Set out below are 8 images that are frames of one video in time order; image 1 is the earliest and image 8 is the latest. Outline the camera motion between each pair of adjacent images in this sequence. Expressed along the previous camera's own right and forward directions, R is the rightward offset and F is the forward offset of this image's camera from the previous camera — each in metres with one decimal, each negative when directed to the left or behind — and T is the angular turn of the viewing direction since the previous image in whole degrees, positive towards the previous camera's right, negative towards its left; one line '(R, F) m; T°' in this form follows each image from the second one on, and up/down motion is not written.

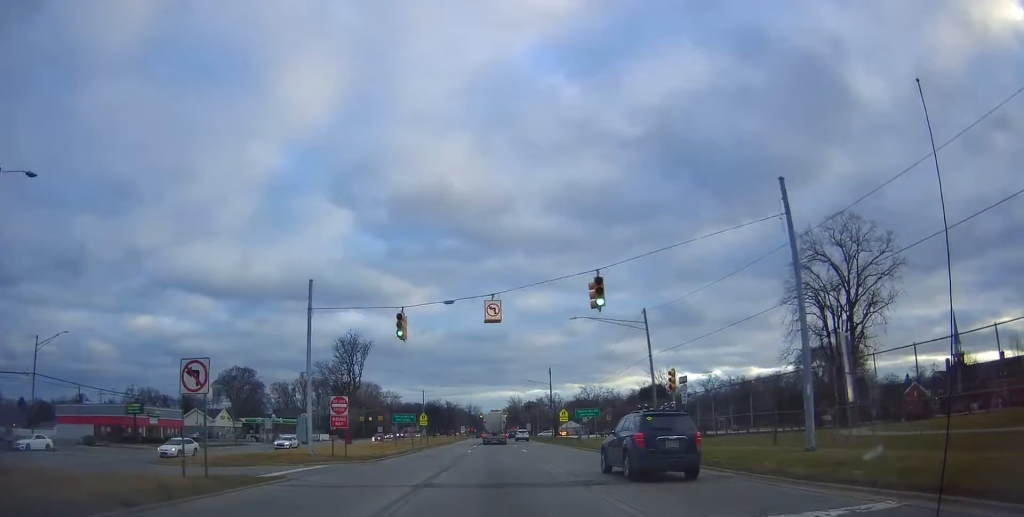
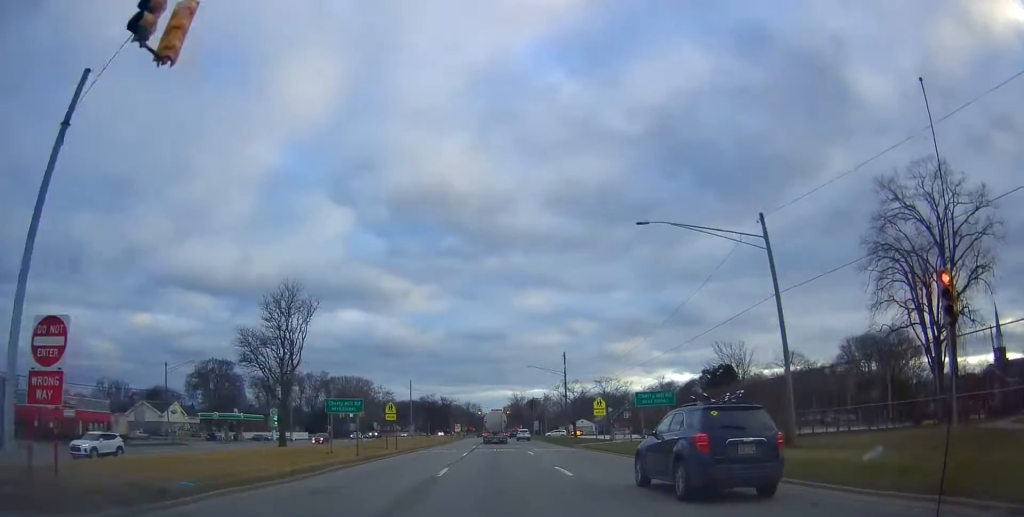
(-0.8, +20.5) m; -2°
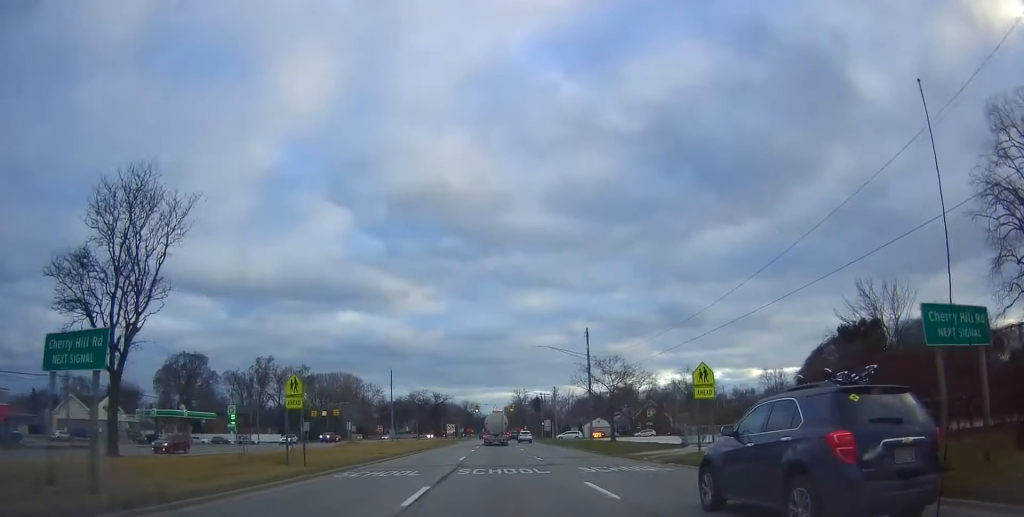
(+0.4, +21.9) m; +2°
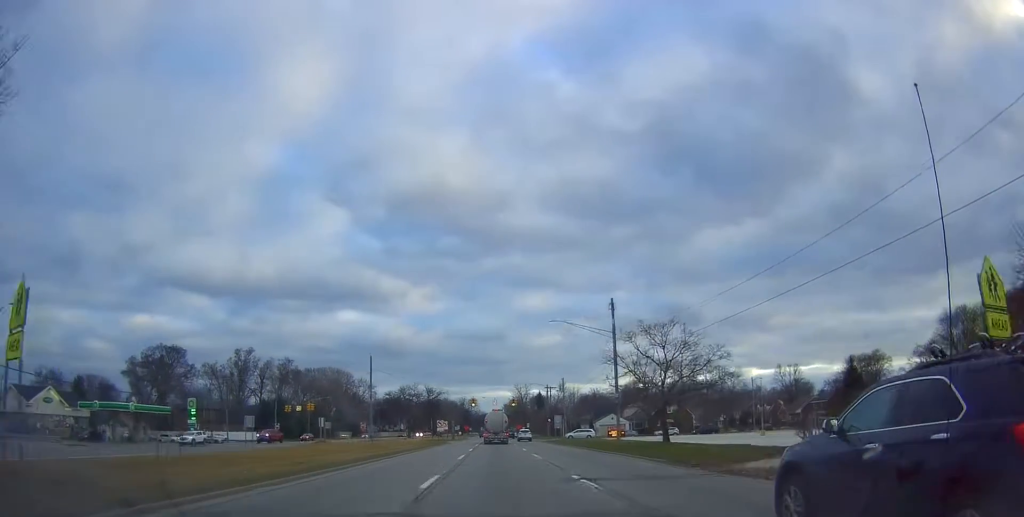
(+0.3, +15.0) m; -1°
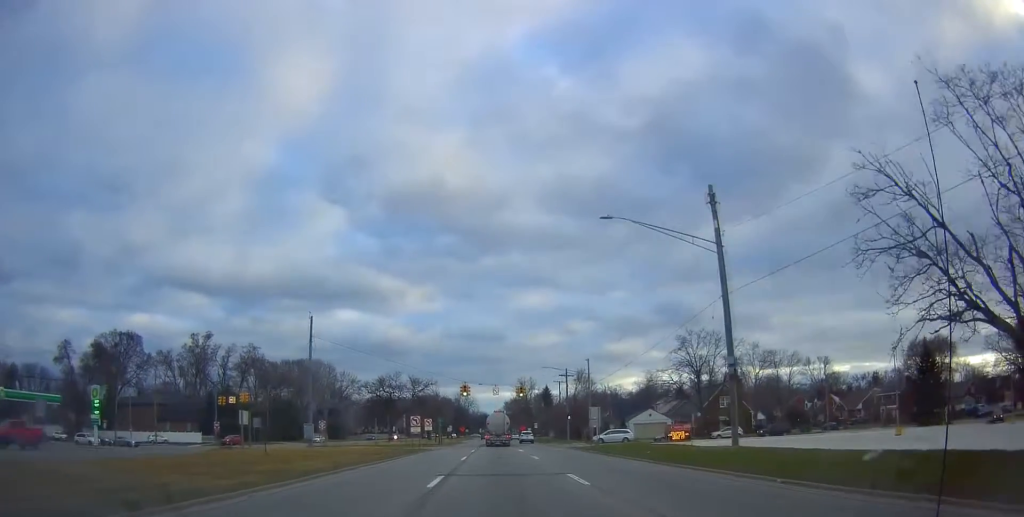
(-0.5, +26.0) m; 0°
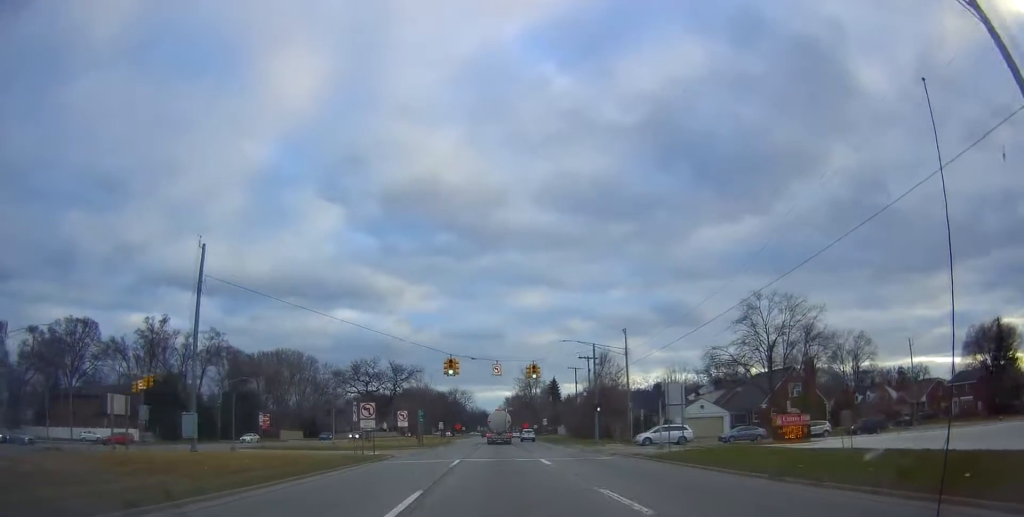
(+0.2, +20.9) m; 0°
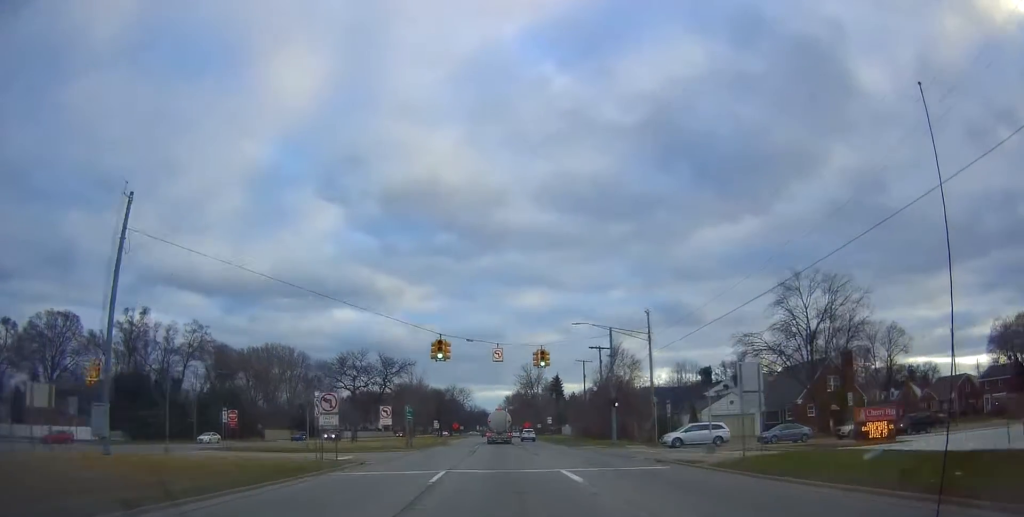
(-0.4, +8.0) m; 0°
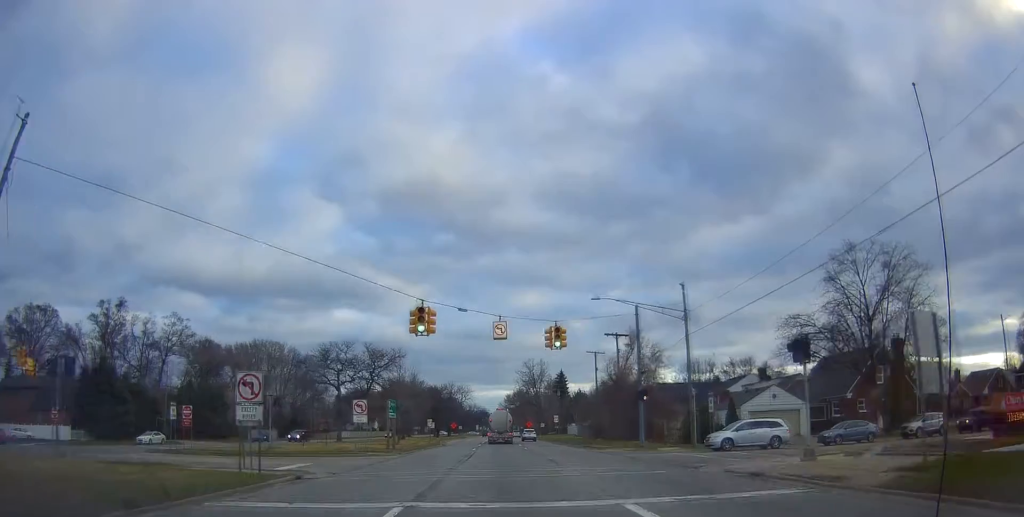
(+0.2, +8.8) m; +1°
